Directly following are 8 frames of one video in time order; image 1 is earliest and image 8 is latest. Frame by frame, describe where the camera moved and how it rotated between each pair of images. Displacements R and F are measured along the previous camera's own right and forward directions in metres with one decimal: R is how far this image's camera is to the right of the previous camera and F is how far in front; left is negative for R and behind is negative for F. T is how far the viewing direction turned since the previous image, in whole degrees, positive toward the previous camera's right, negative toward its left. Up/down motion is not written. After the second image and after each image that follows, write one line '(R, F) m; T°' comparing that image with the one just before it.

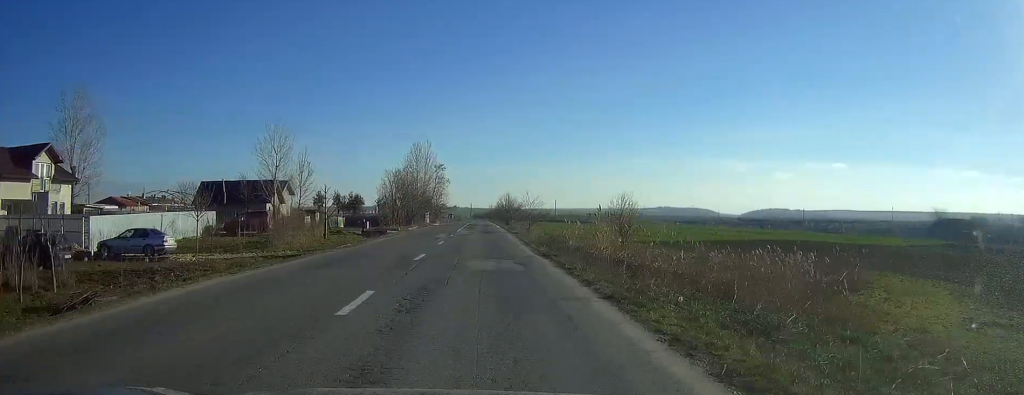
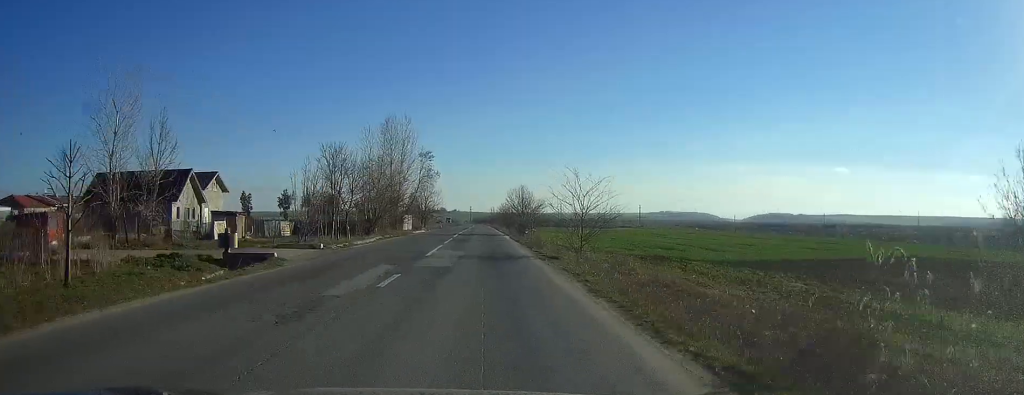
(-0.1, +31.3) m; 0°
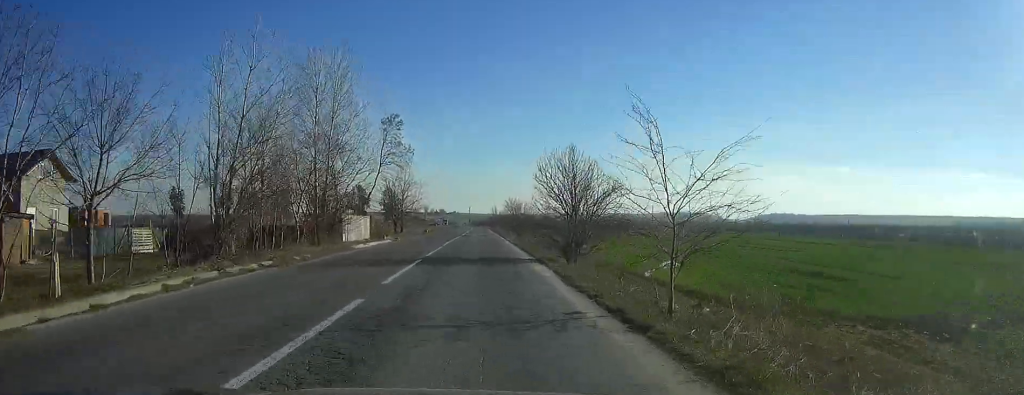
(0.0, +34.9) m; 0°
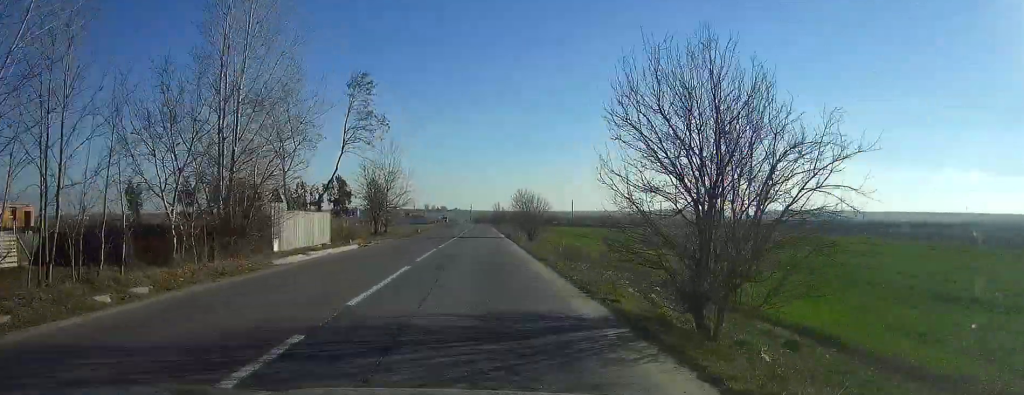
(0.0, +16.1) m; 0°
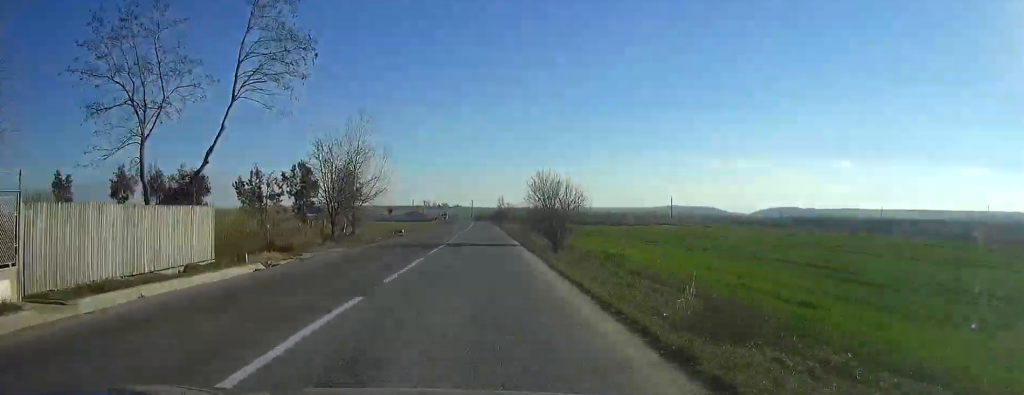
(+0.1, +19.7) m; -1°
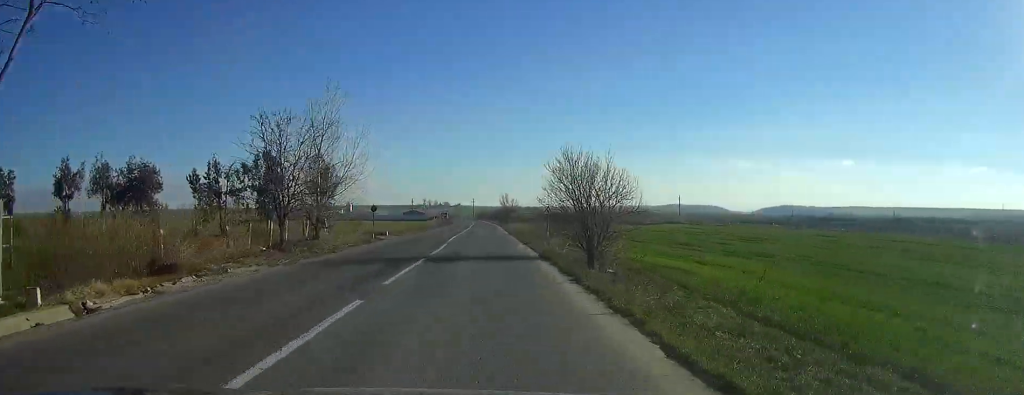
(-0.3, +12.5) m; -1°
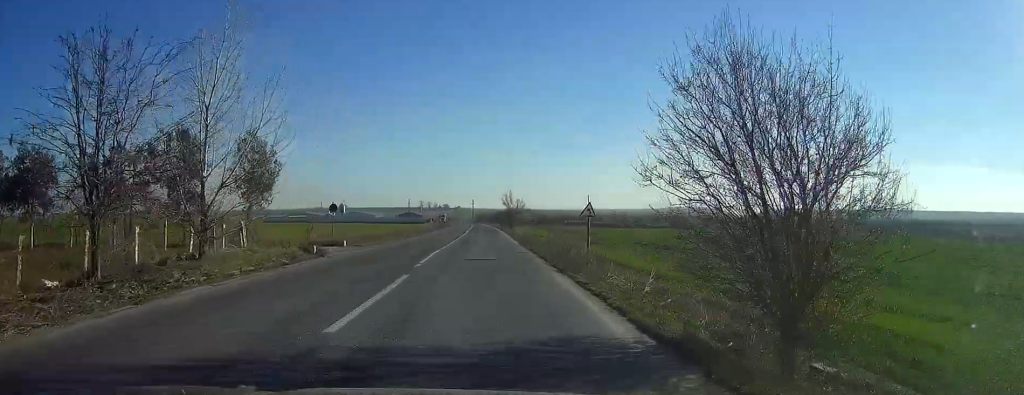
(-0.2, +17.9) m; -1°
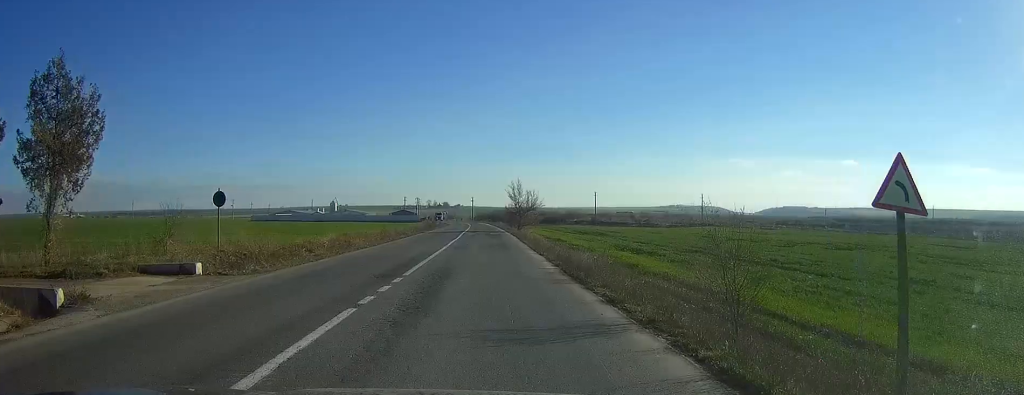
(0.0, +21.5) m; 0°
